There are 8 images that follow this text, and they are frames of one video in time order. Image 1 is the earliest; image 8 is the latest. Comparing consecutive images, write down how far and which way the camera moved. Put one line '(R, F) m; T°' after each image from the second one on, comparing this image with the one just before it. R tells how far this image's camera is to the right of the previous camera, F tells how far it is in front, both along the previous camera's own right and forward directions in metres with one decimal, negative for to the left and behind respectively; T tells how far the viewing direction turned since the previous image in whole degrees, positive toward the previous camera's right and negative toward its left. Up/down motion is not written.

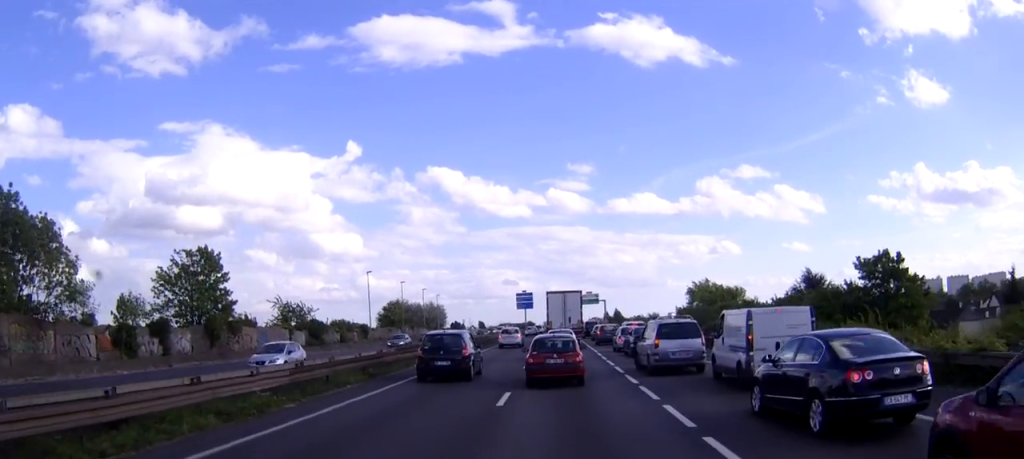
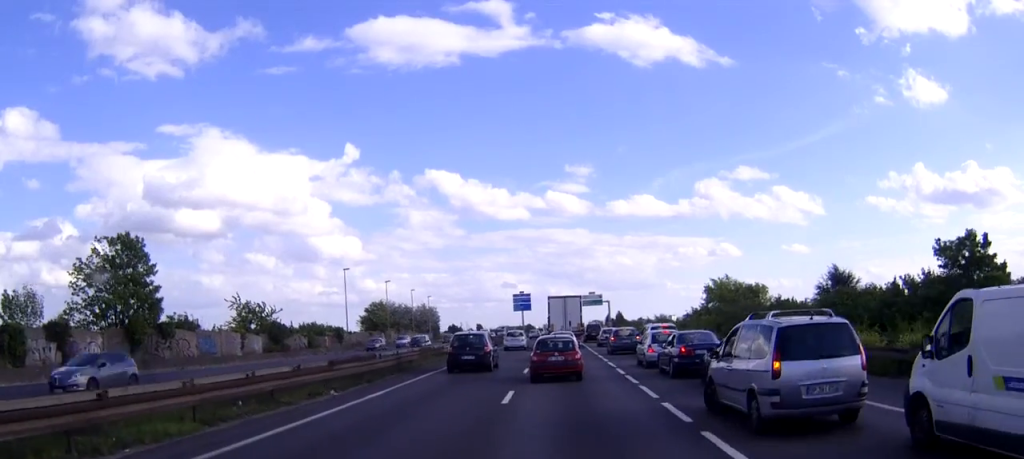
(0.0, +12.3) m; 0°
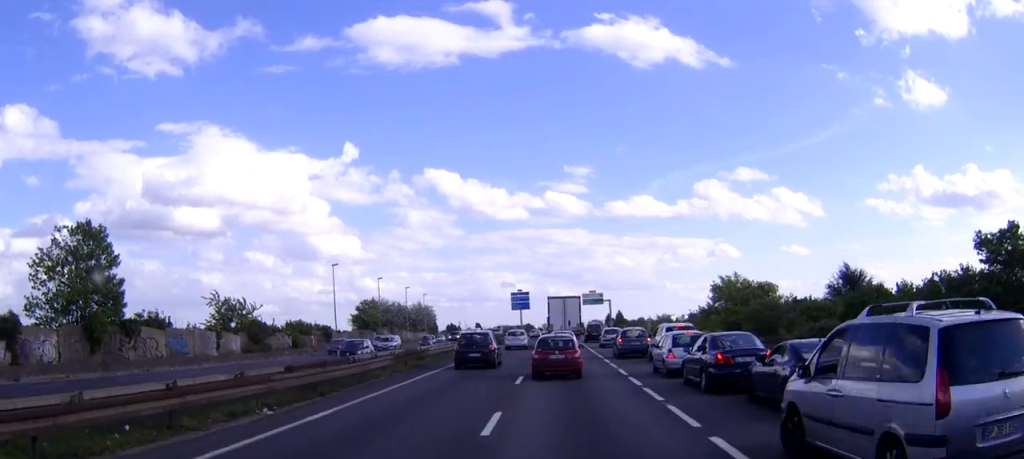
(0.0, +4.9) m; 0°
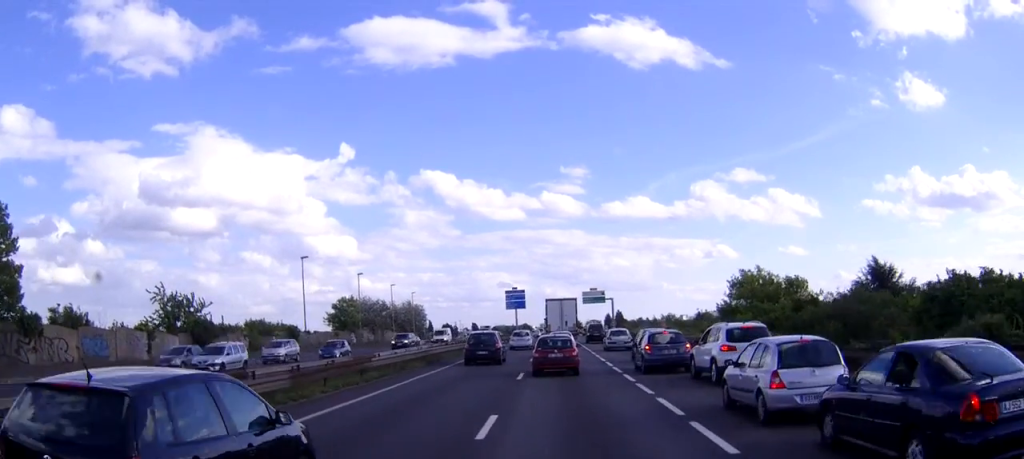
(0.0, +11.1) m; 0°
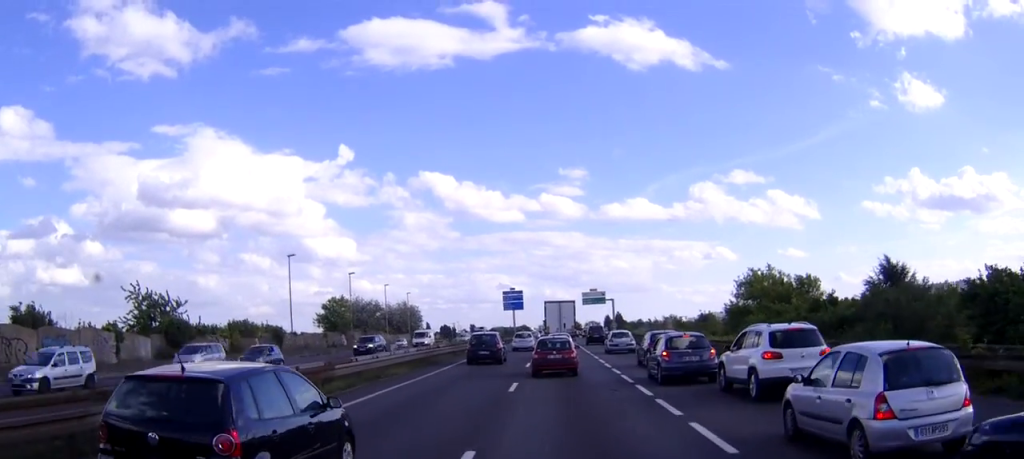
(0.0, +4.2) m; 0°
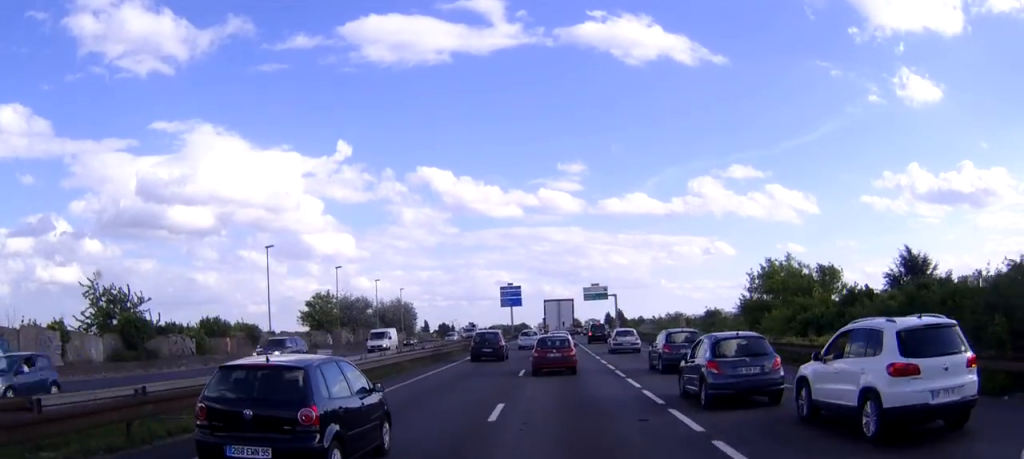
(0.0, +6.3) m; 0°
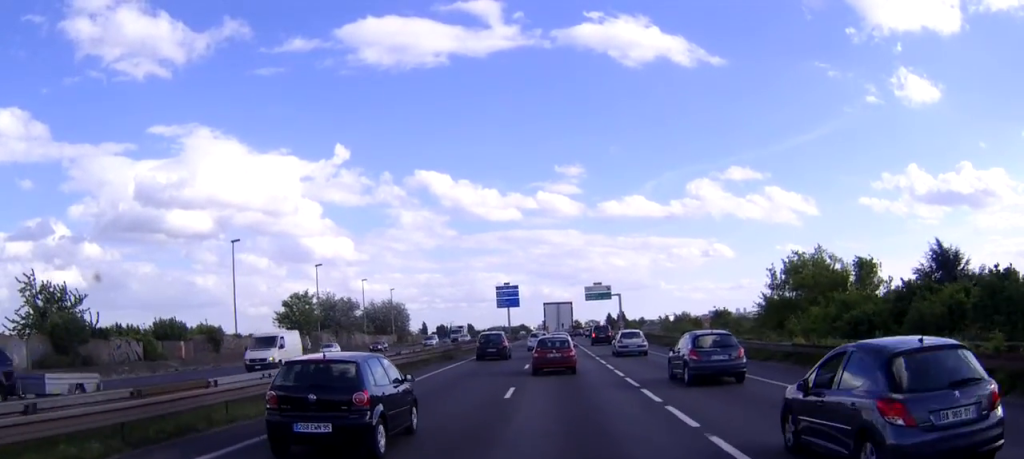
(0.0, +8.2) m; 0°
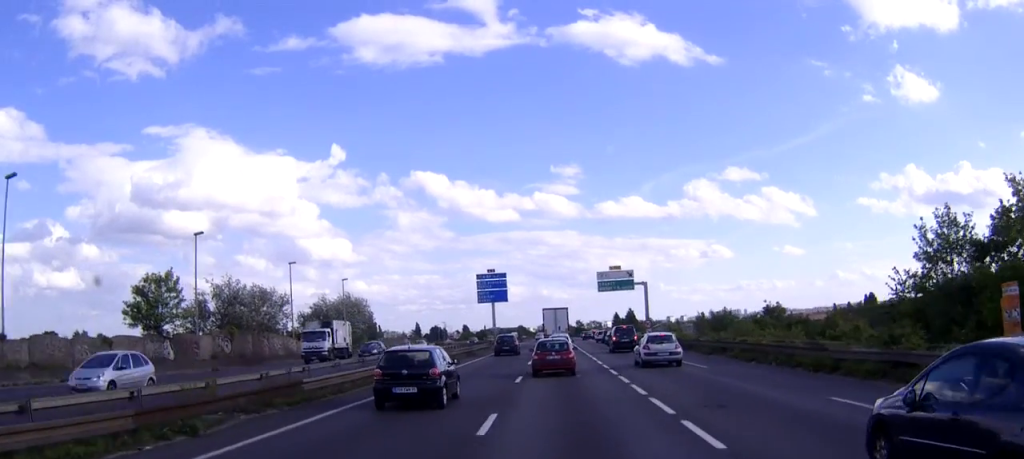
(+0.1, +32.1) m; 0°
